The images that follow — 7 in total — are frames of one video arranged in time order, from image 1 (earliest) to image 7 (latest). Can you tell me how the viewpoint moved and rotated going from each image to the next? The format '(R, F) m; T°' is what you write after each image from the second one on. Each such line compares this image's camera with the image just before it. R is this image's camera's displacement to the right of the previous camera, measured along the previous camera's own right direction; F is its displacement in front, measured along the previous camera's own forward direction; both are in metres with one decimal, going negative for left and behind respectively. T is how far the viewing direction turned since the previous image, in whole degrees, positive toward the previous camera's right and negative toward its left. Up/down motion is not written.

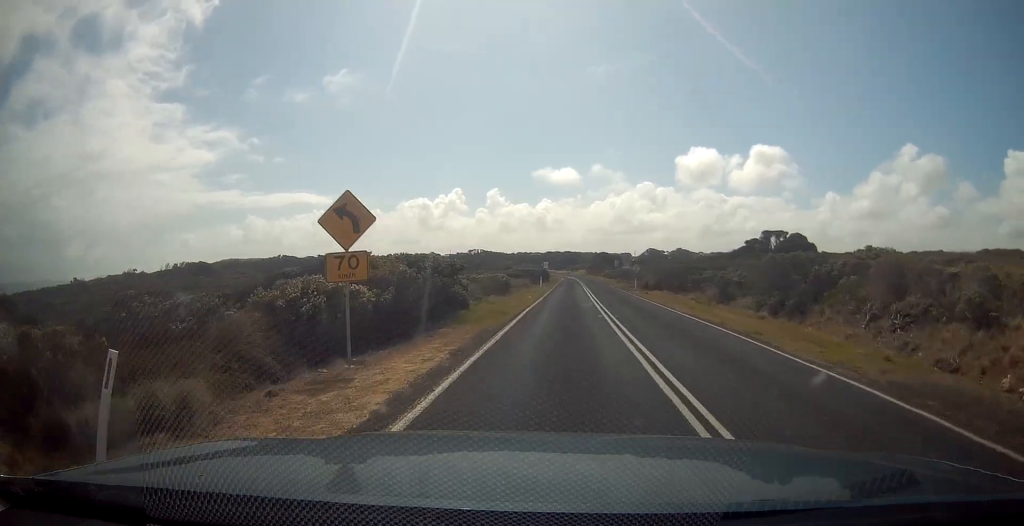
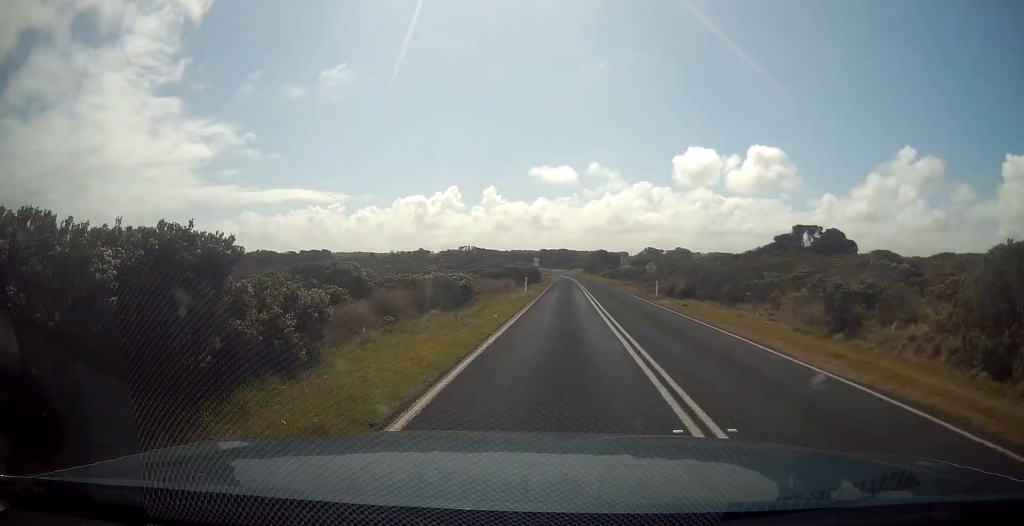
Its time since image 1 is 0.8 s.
(+0.1, +14.0) m; -1°
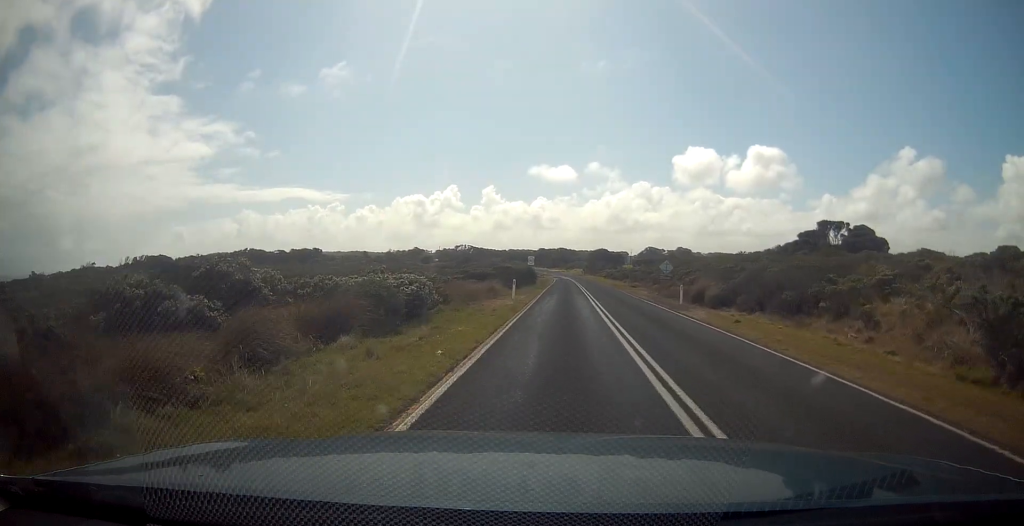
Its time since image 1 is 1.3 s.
(0.0, +8.0) m; 0°
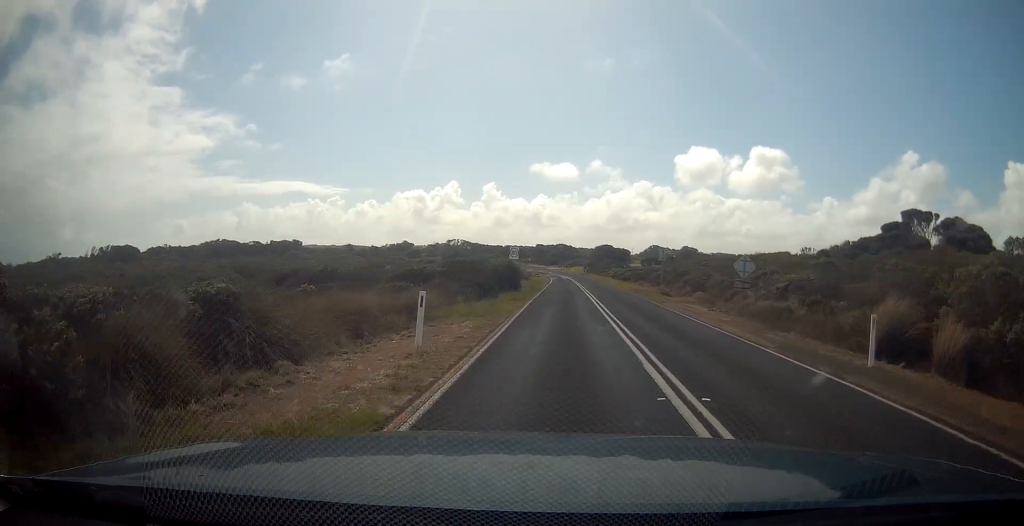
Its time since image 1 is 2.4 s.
(-0.2, +18.6) m; +1°
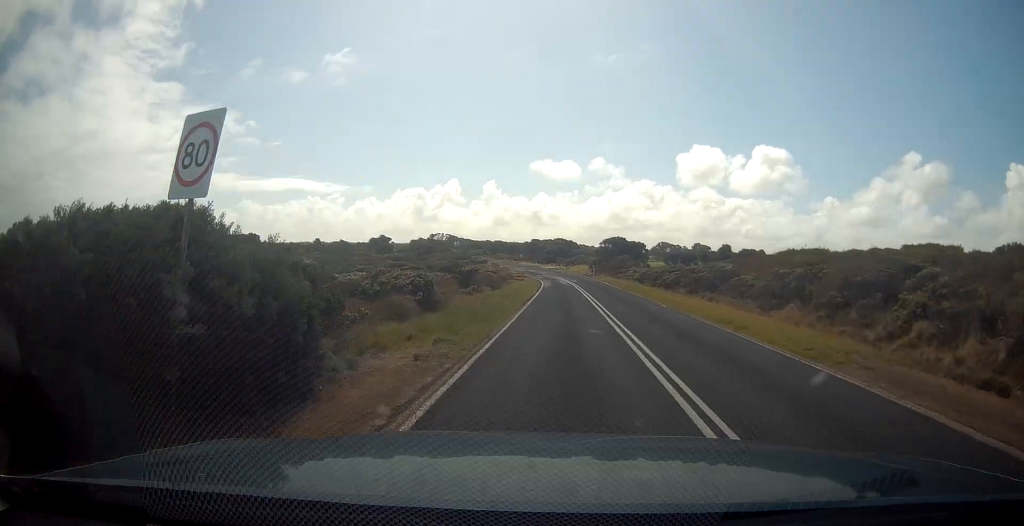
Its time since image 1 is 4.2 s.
(+0.9, +33.0) m; +1°
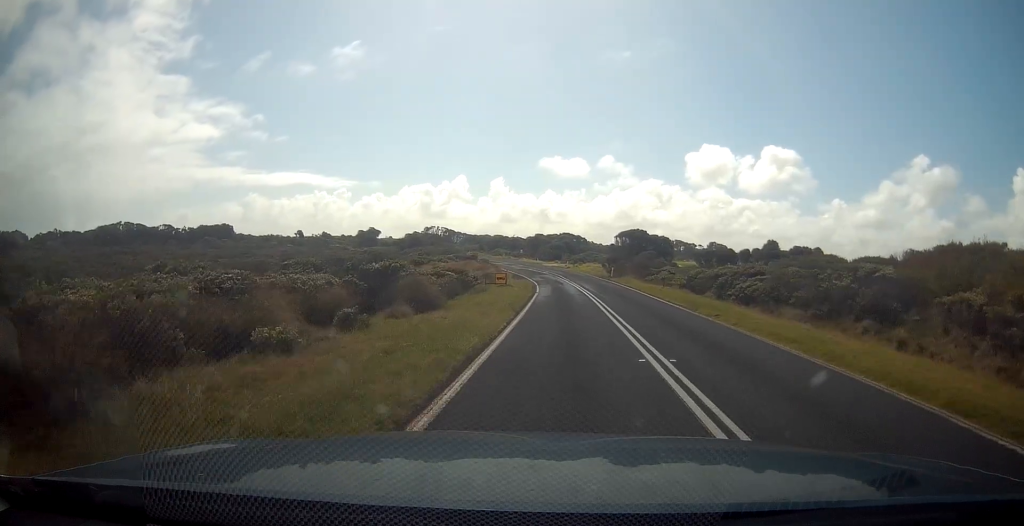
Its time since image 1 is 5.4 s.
(0.0, +20.6) m; -1°
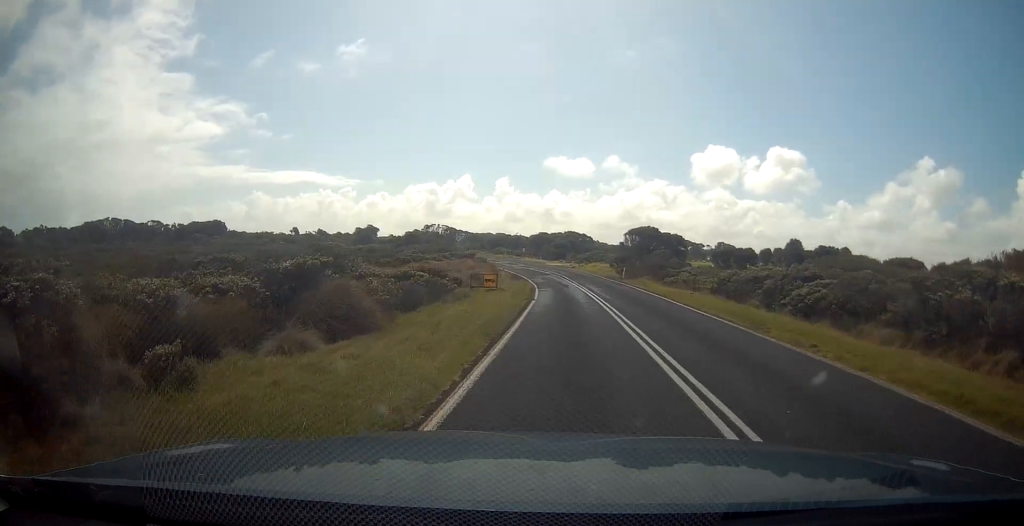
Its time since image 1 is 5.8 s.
(+0.1, +7.1) m; -1°
